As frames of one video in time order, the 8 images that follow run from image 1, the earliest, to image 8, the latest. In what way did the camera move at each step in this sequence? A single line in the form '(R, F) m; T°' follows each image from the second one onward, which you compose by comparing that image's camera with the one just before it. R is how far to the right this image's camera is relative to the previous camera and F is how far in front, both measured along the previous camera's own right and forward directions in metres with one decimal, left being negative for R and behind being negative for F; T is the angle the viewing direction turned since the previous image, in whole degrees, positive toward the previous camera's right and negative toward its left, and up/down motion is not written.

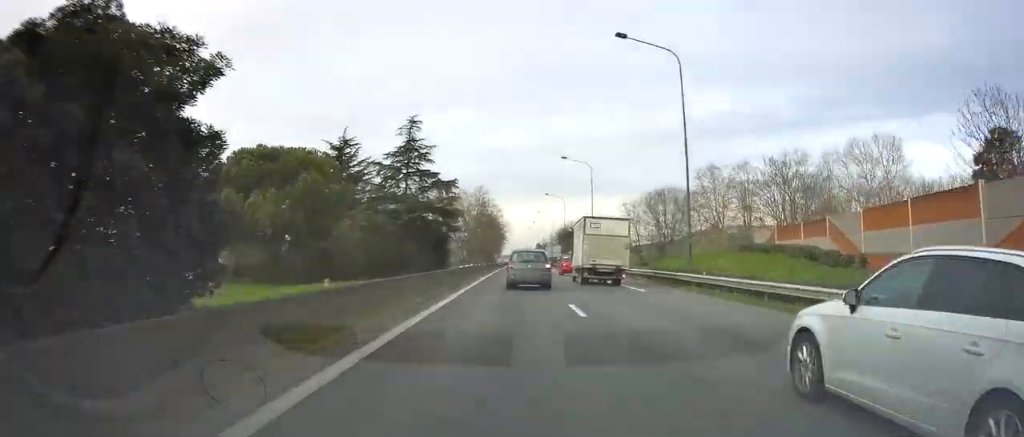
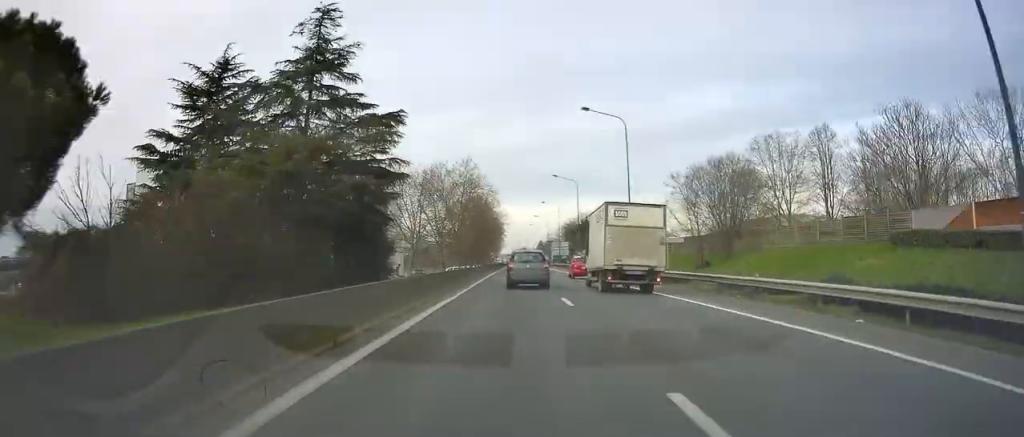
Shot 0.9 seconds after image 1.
(0.0, +22.9) m; 0°
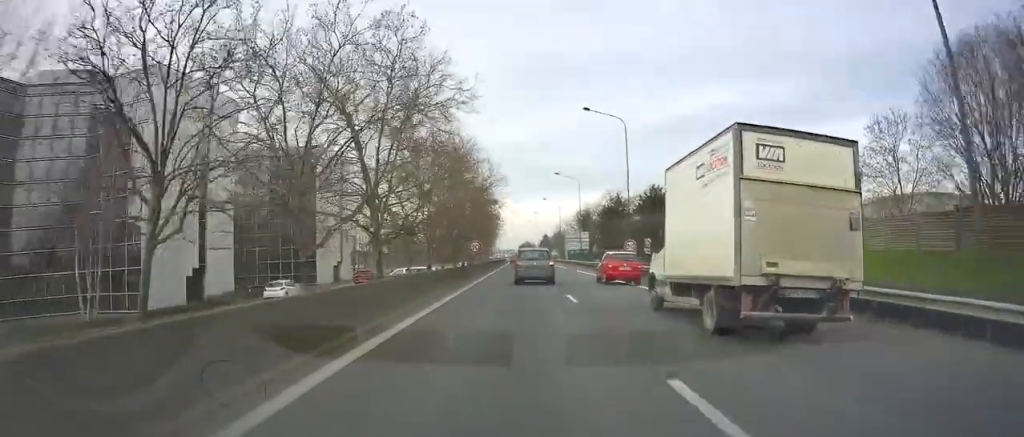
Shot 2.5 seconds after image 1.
(-0.2, +39.0) m; 0°
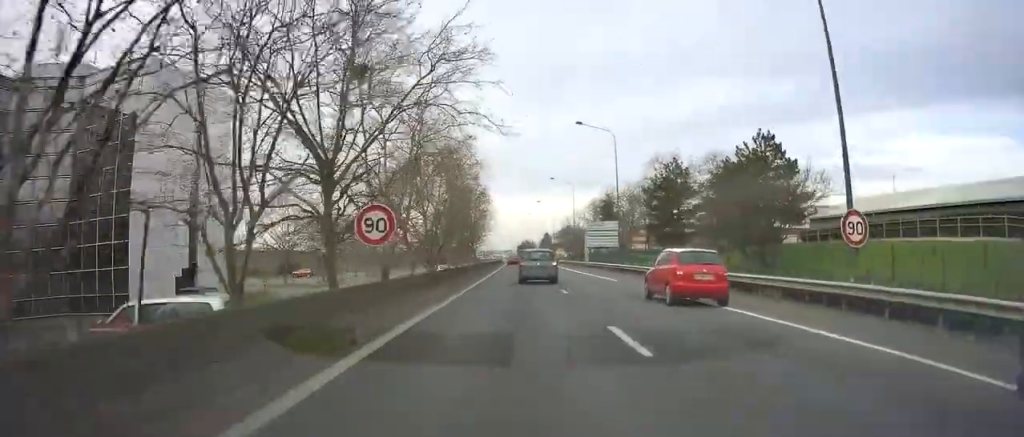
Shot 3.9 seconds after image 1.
(+0.2, +34.3) m; +1°
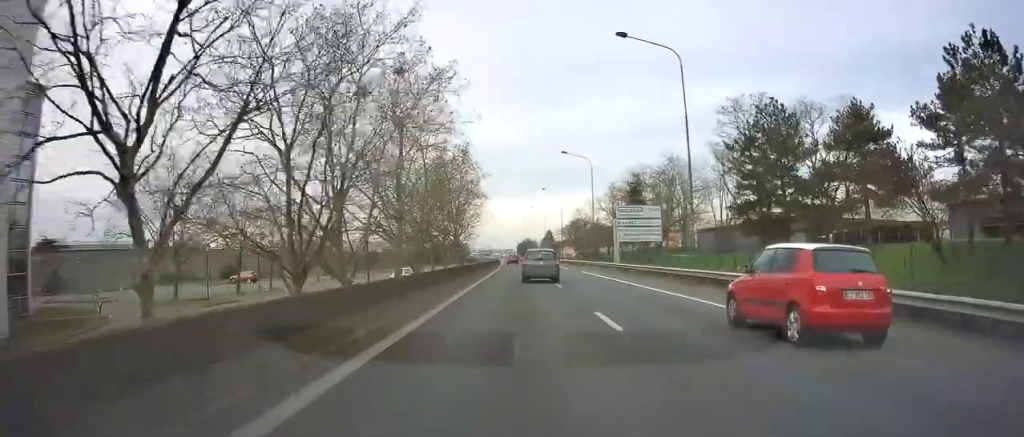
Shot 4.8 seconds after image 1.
(0.0, +23.4) m; 0°
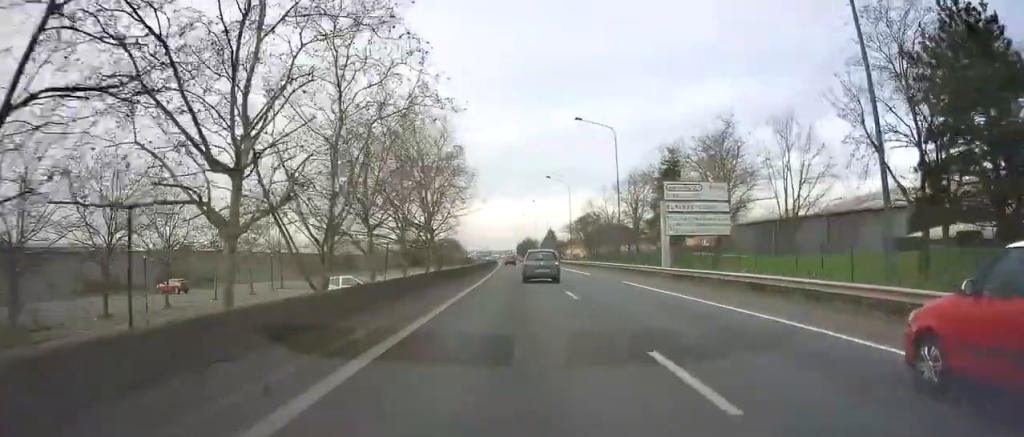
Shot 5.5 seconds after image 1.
(-0.1, +18.4) m; 0°
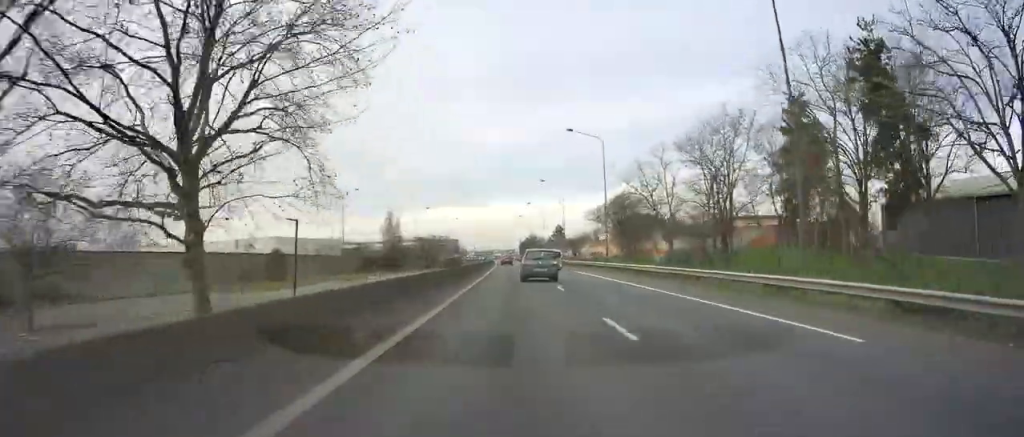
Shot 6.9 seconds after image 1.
(-0.1, +34.6) m; -1°
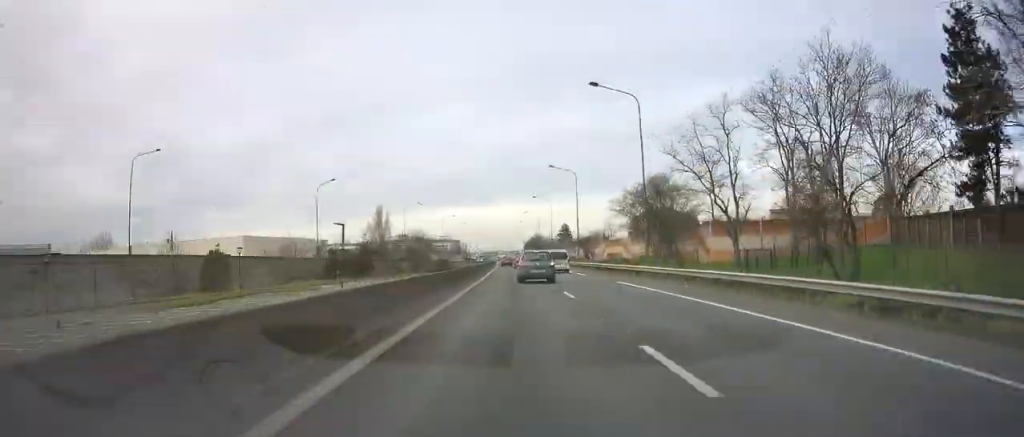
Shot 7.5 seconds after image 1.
(-0.1, +16.0) m; -1°
